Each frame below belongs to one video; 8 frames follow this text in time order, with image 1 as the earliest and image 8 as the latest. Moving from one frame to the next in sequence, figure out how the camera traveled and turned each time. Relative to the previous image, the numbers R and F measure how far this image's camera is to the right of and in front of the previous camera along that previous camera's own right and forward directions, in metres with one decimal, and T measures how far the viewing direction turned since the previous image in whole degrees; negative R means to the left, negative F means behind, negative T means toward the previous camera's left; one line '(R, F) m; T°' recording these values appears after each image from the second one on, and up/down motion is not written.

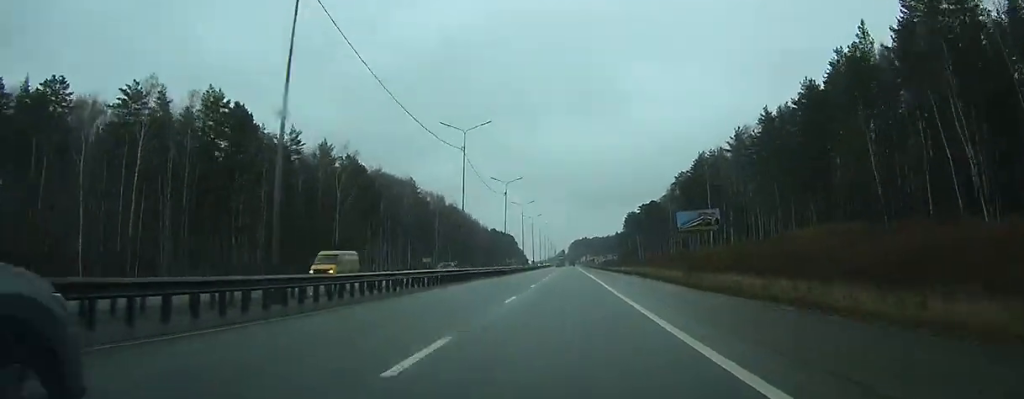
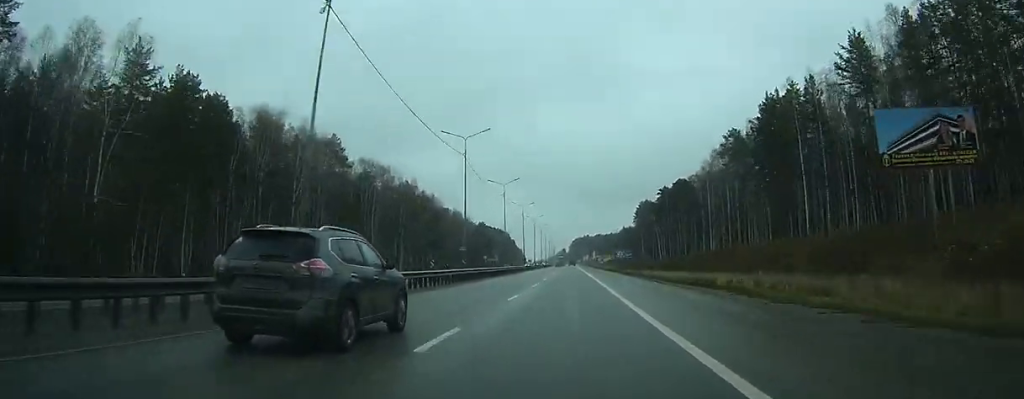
(0.0, +58.1) m; 0°
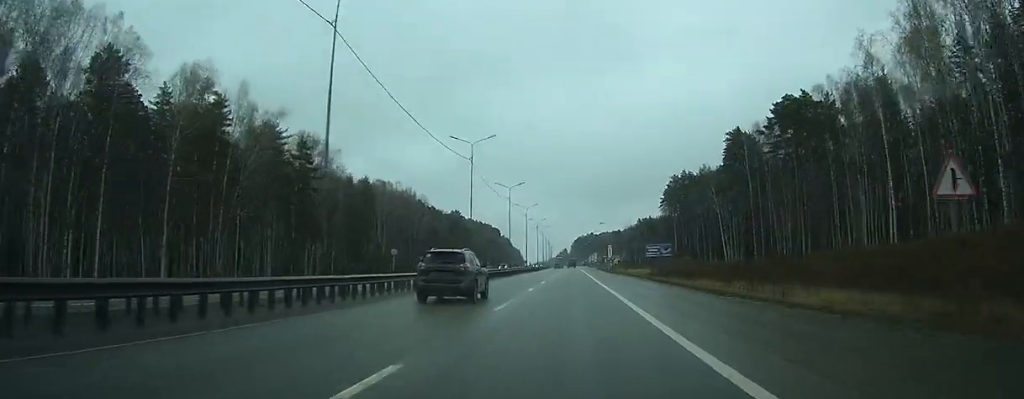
(+0.1, +88.1) m; 0°
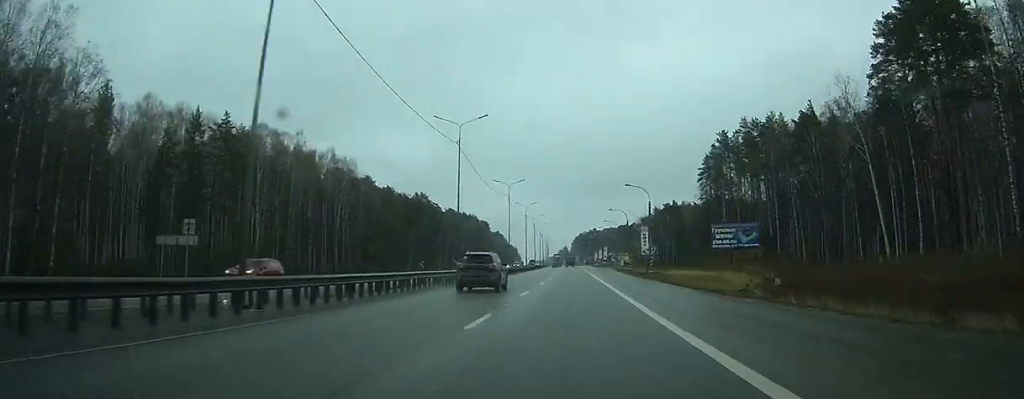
(0.0, +65.7) m; 0°
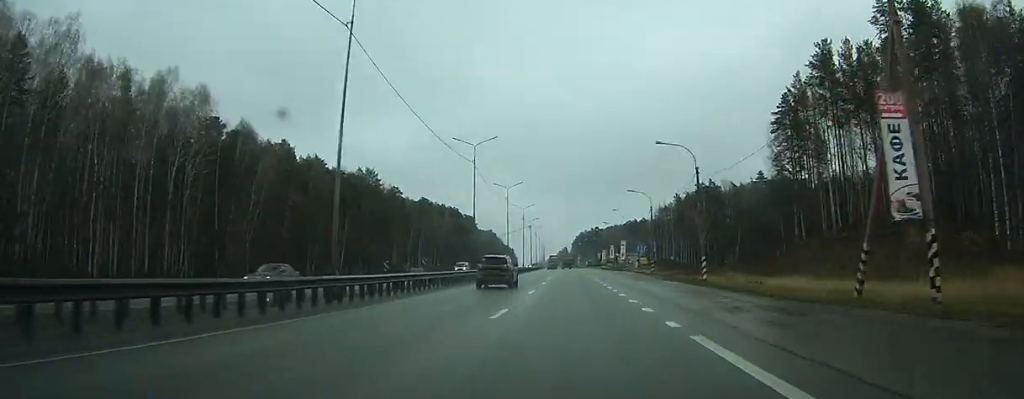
(-0.2, +57.9) m; -1°
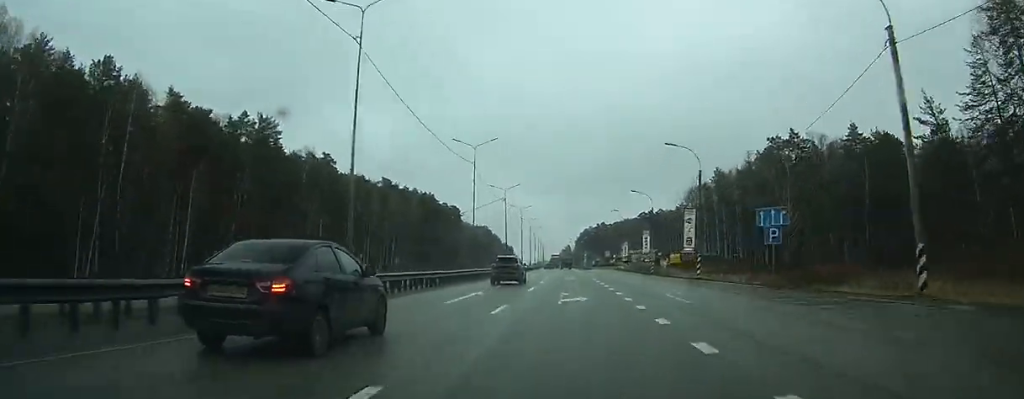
(-0.4, +58.7) m; 0°
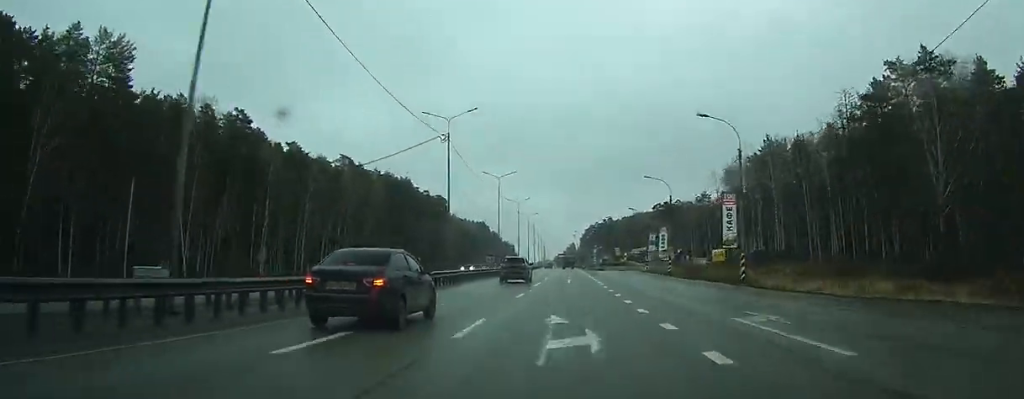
(0.0, +40.6) m; 0°
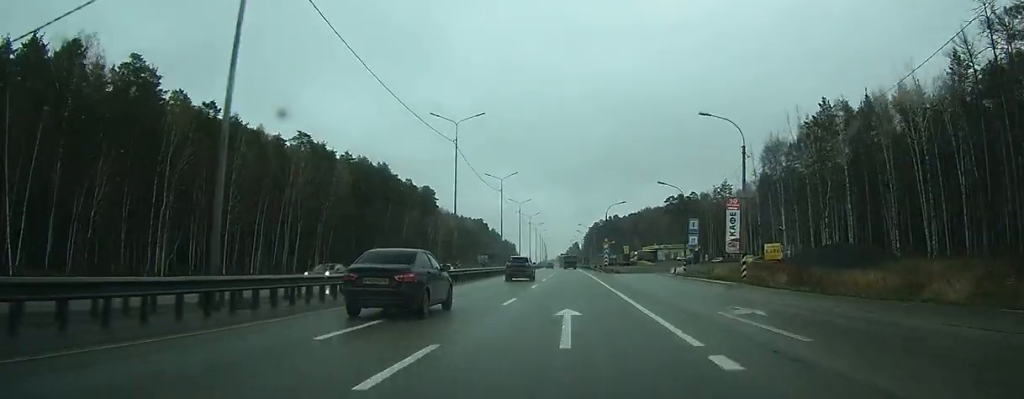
(0.0, +28.4) m; 0°
